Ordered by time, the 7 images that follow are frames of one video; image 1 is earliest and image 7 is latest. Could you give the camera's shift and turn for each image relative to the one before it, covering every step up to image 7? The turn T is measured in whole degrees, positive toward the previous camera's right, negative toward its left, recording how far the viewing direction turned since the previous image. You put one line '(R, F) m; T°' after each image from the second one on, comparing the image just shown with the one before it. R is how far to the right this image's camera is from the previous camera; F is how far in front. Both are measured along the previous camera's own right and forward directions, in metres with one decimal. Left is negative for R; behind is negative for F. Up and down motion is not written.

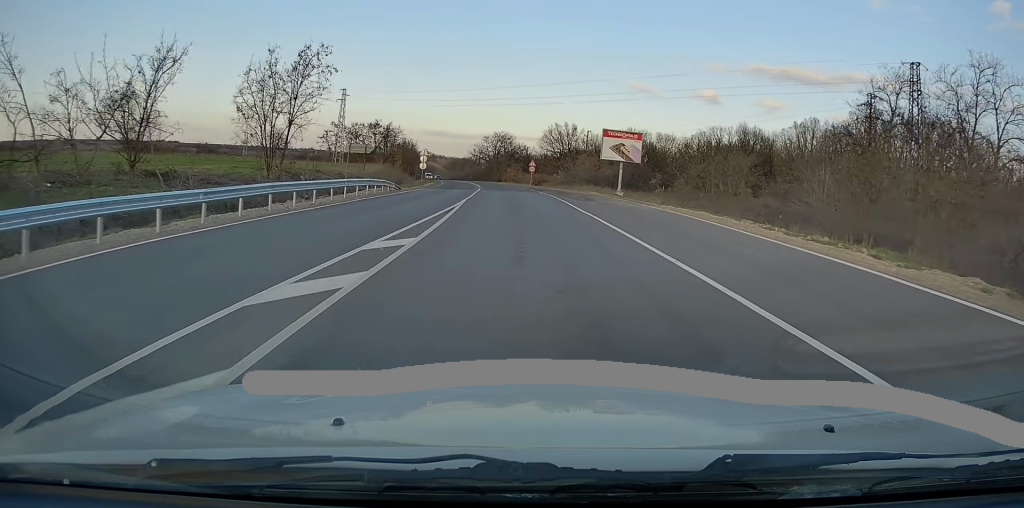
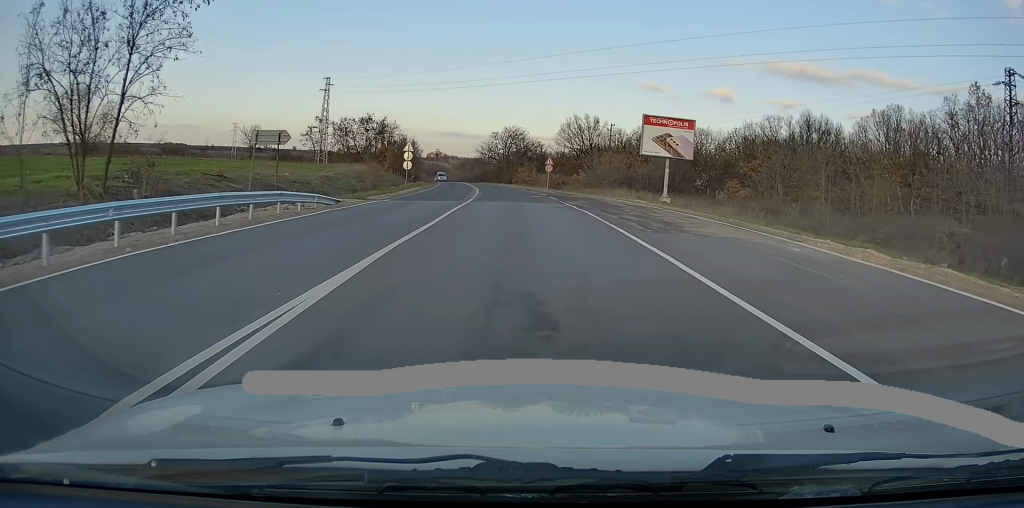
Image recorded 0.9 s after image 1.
(-0.1, +16.0) m; -1°
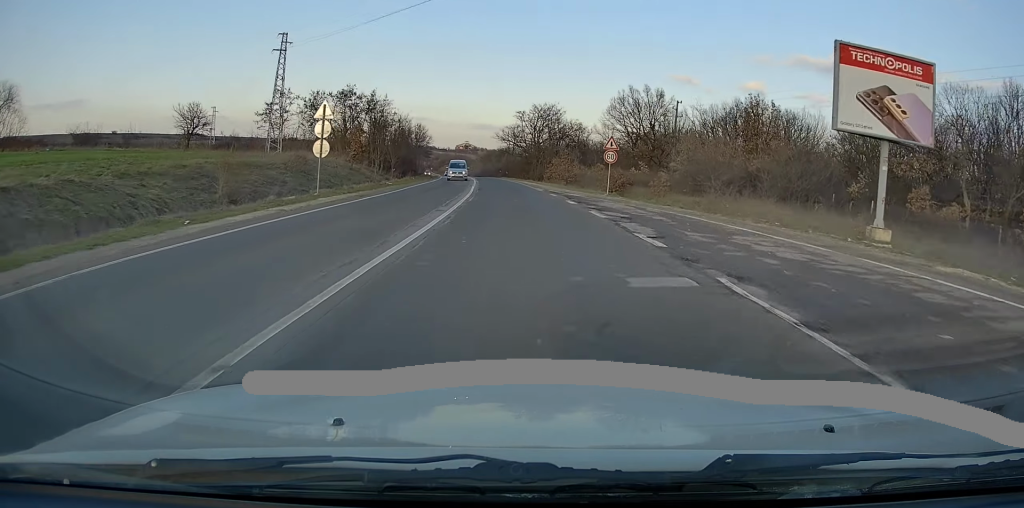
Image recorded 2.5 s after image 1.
(-0.8, +28.5) m; -3°
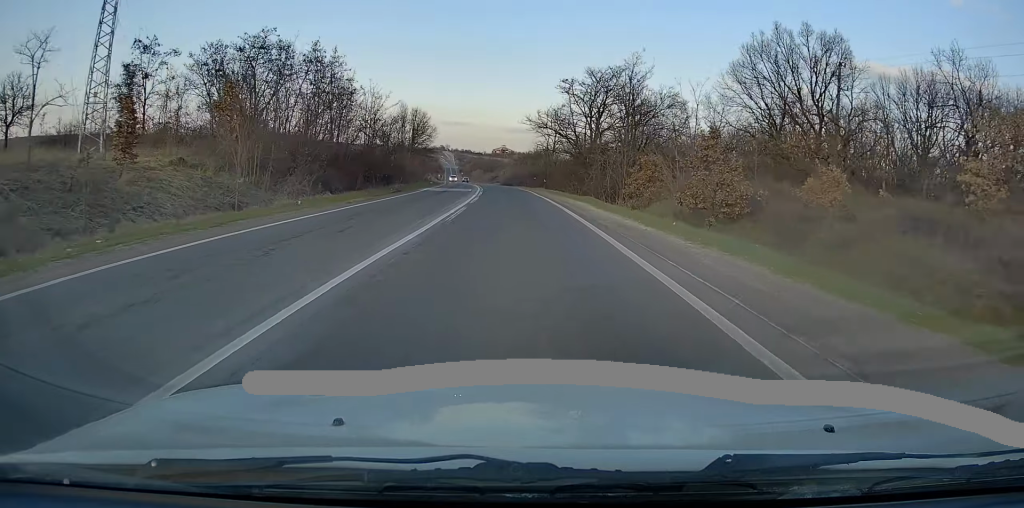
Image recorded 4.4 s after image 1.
(-1.0, +35.7) m; -3°
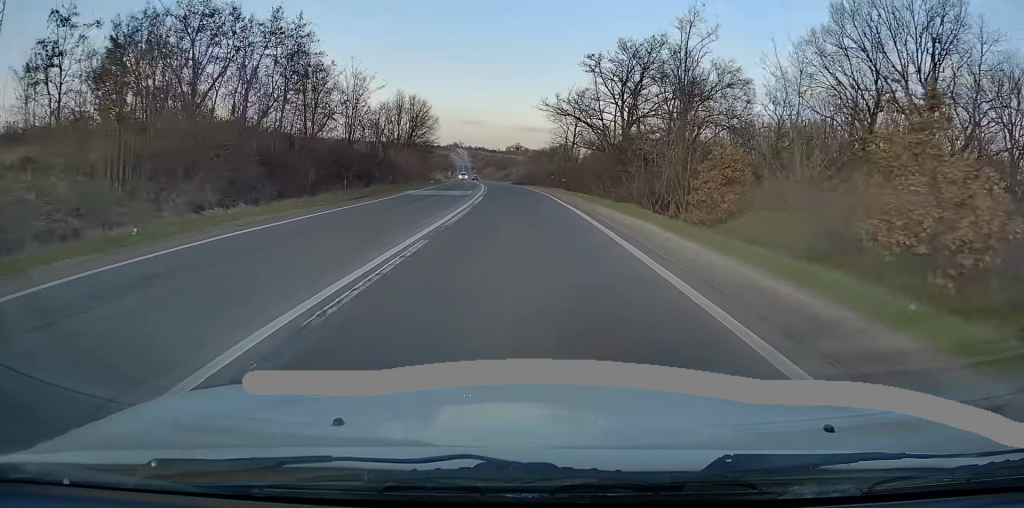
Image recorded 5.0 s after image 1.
(-0.1, +10.6) m; -1°
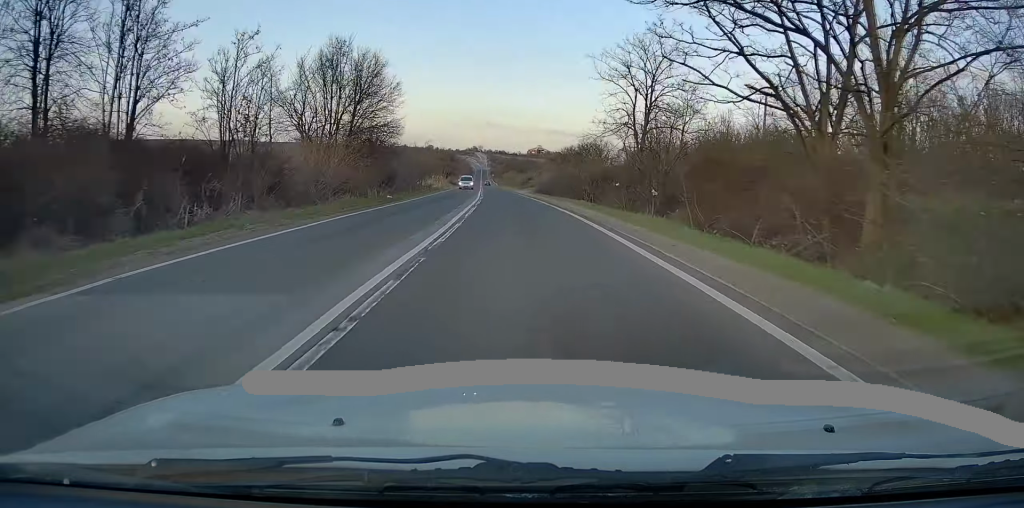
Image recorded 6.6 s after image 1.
(-0.8, +30.5) m; -3°
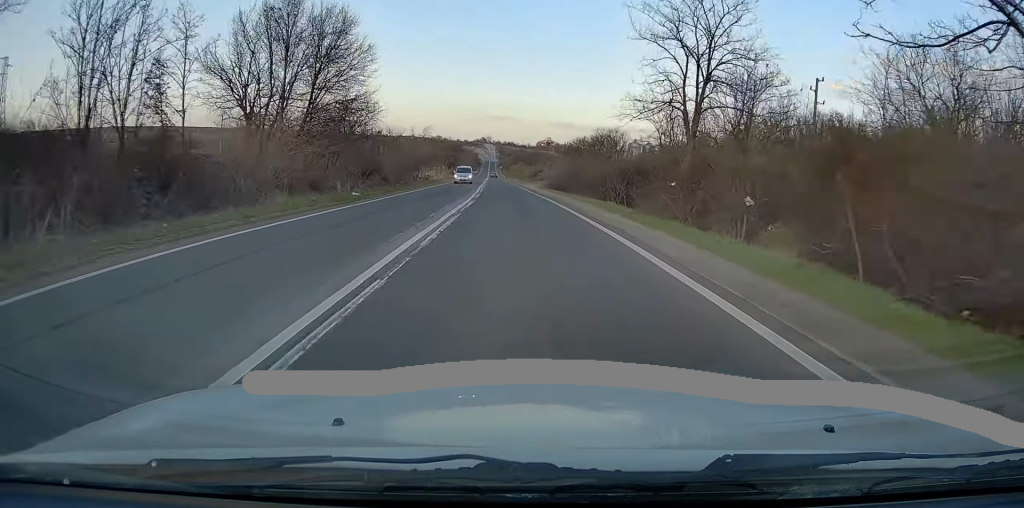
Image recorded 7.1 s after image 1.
(0.0, +9.4) m; 0°
